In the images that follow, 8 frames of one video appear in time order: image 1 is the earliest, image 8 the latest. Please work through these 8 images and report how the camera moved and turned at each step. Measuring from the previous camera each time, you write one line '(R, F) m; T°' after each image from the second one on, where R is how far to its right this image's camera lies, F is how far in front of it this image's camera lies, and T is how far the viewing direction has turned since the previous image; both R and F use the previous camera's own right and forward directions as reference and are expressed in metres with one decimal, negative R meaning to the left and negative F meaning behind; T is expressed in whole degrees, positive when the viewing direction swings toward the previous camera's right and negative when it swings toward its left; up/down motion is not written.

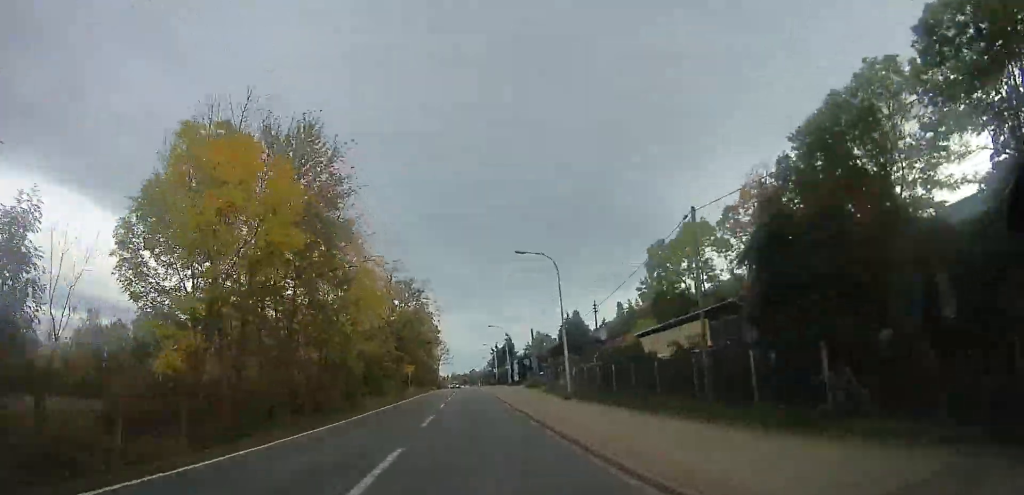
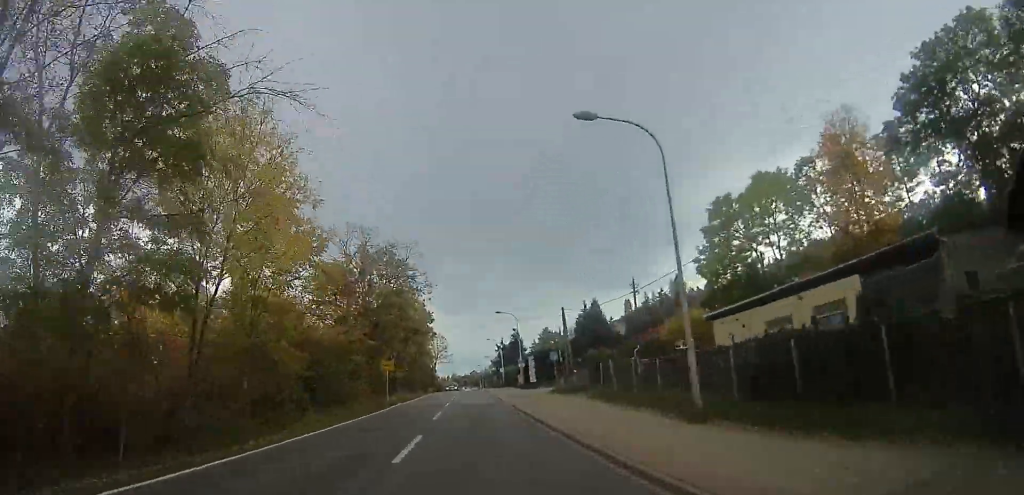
(0.0, +15.1) m; 0°
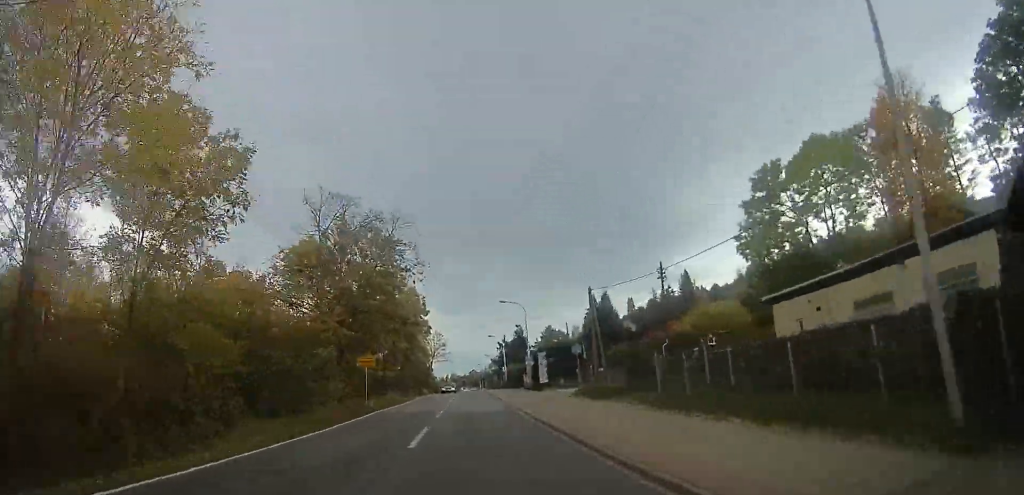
(0.0, +7.5) m; 0°
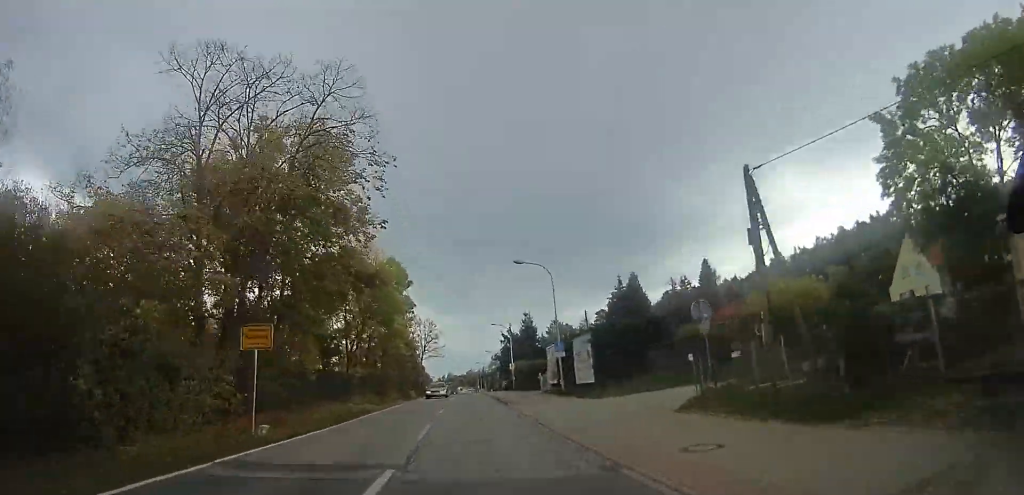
(0.0, +15.5) m; 0°
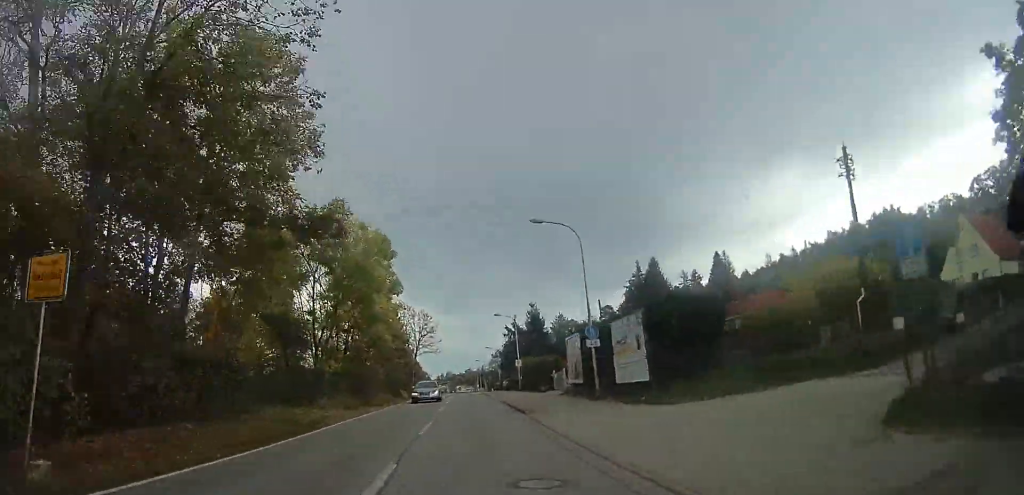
(0.0, +8.0) m; 0°
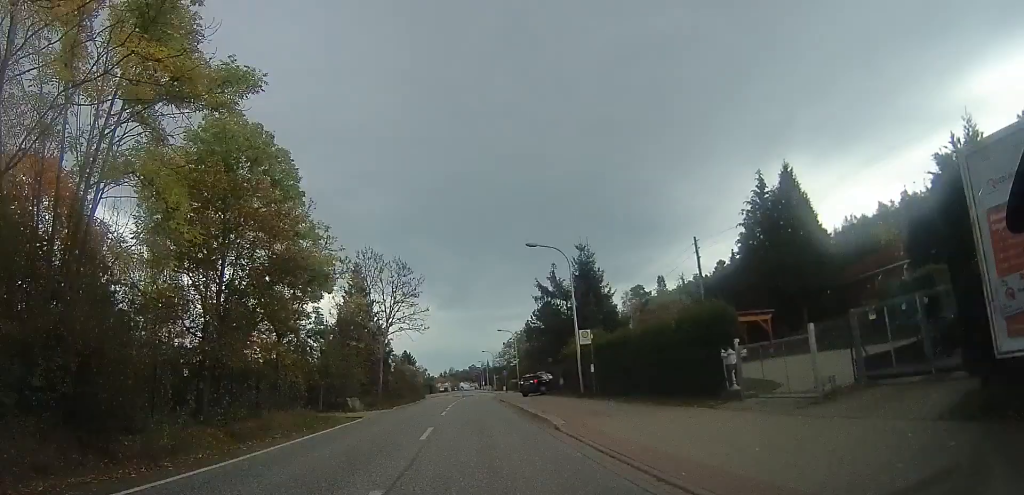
(0.0, +27.5) m; +1°
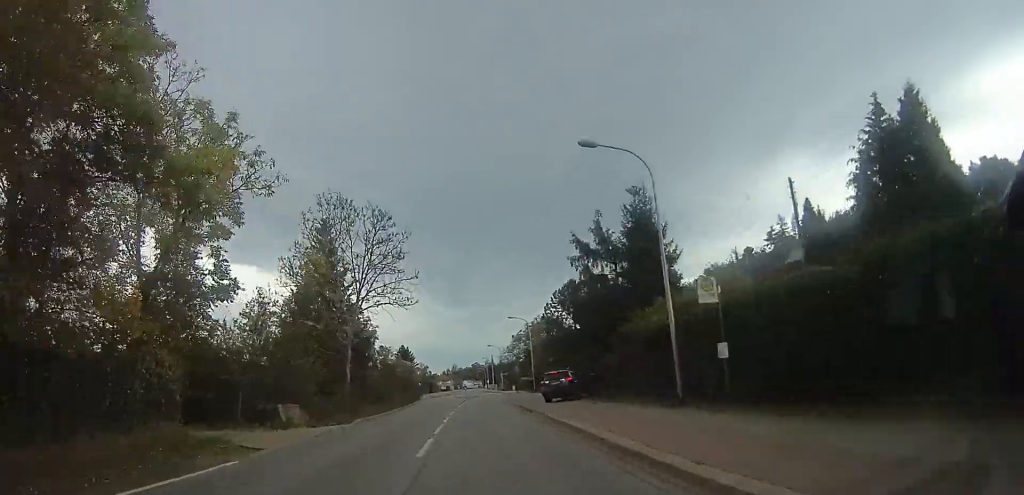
(+0.1, +12.0) m; 0°
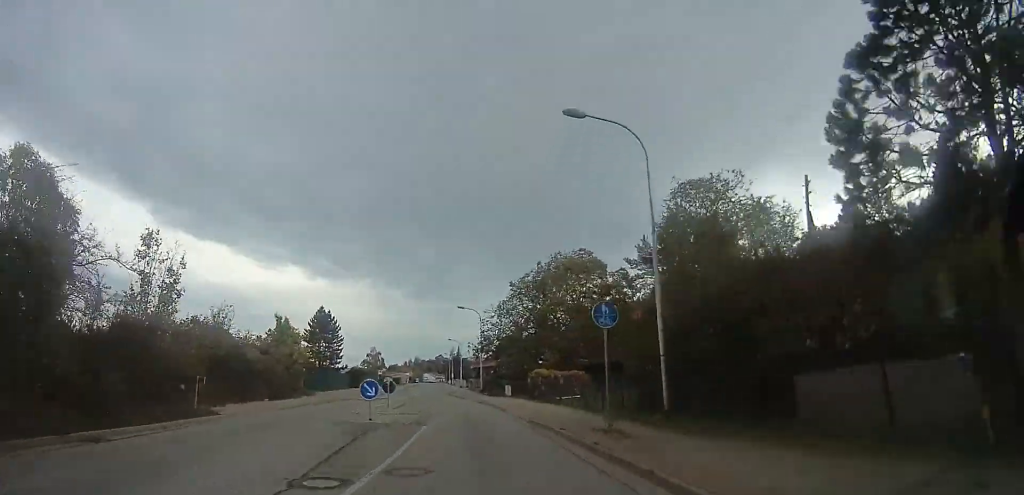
(+0.3, +43.4) m; 0°
